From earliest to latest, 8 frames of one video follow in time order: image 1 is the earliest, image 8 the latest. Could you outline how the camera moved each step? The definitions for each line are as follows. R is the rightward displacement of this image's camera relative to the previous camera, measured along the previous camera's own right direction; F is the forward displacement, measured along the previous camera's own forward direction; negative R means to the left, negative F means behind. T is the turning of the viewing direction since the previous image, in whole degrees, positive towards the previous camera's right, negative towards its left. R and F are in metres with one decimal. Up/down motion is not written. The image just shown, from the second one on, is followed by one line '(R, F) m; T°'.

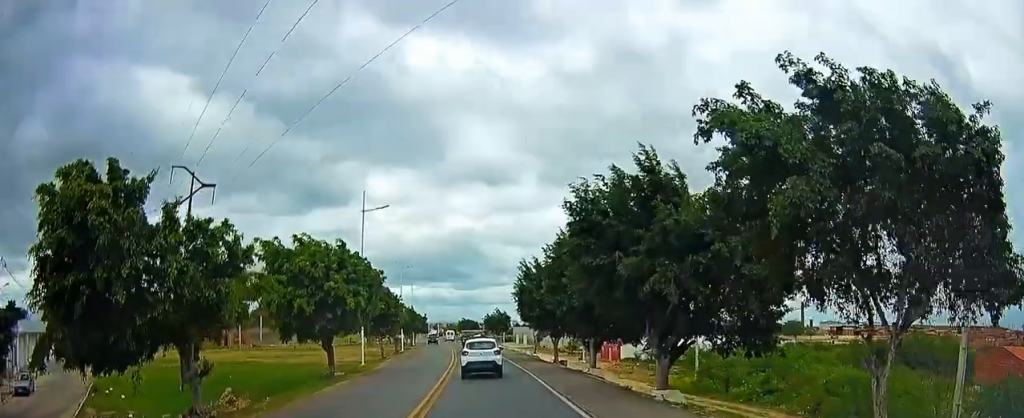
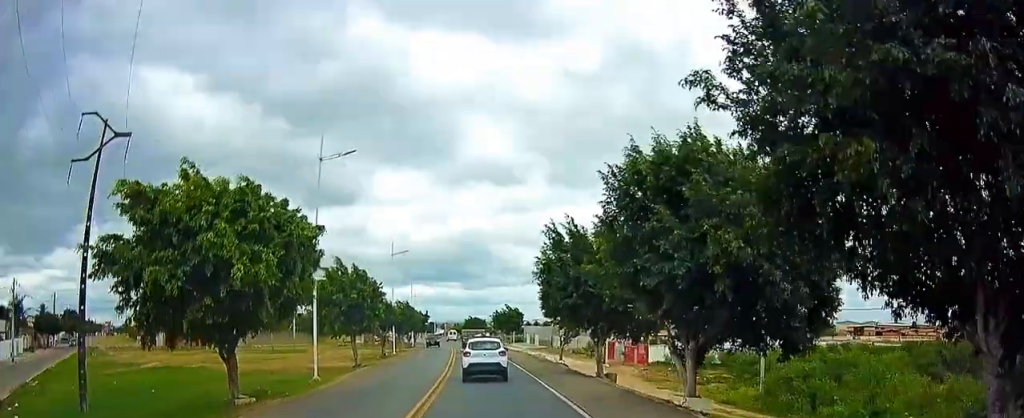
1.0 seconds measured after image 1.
(+0.2, +12.5) m; 0°
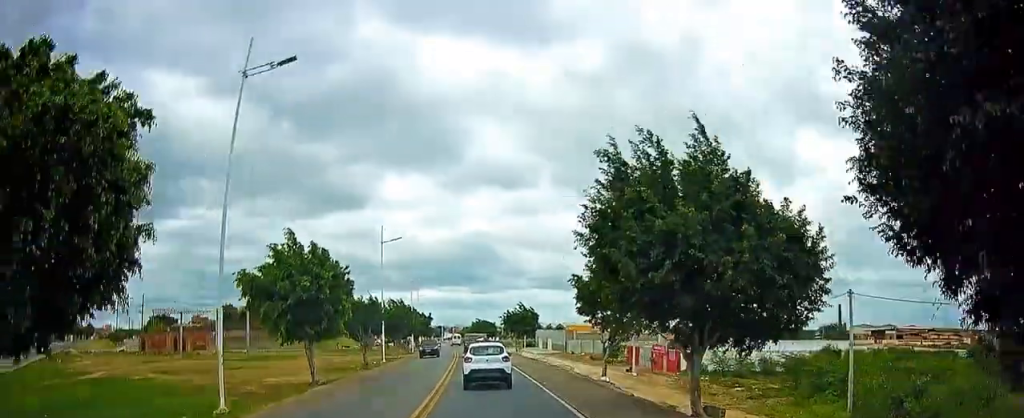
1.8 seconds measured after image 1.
(-0.1, +10.8) m; -2°
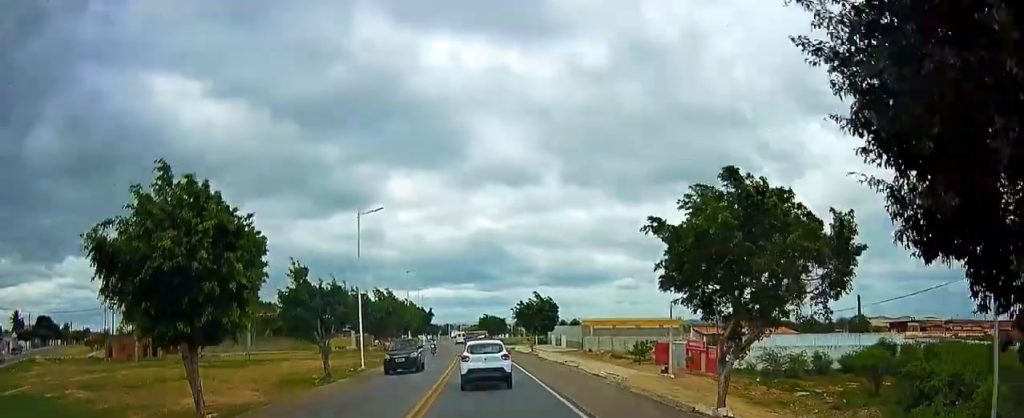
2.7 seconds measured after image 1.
(-0.4, +12.0) m; -2°
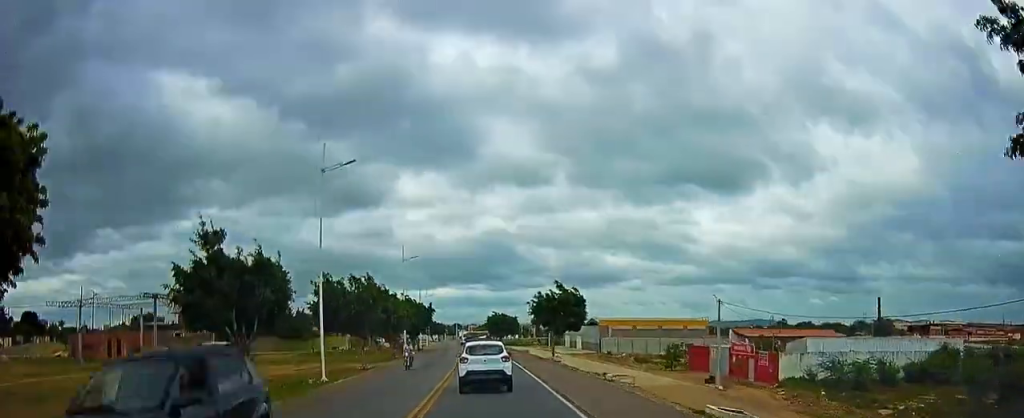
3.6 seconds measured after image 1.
(0.0, +11.5) m; 0°
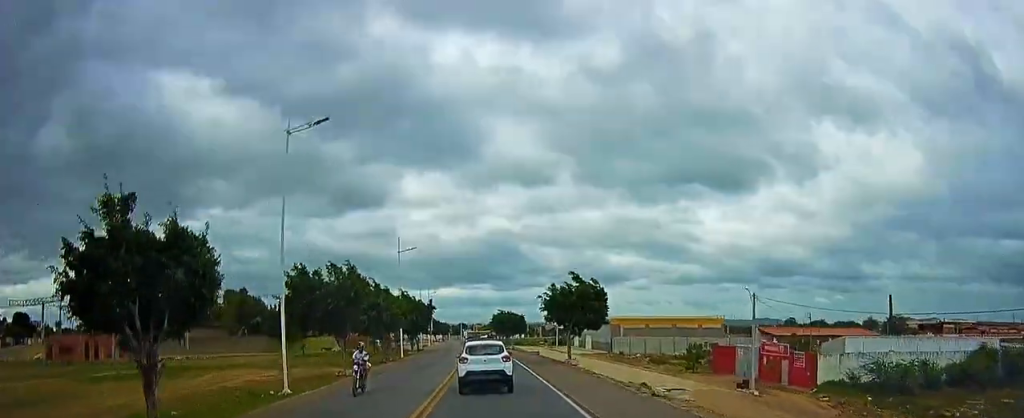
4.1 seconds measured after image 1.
(+0.1, +6.3) m; -1°
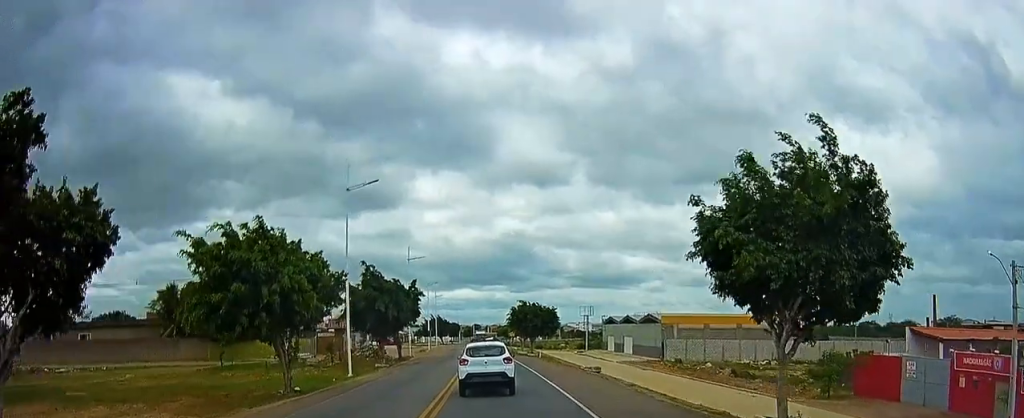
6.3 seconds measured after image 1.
(-1.0, +26.5) m; 0°
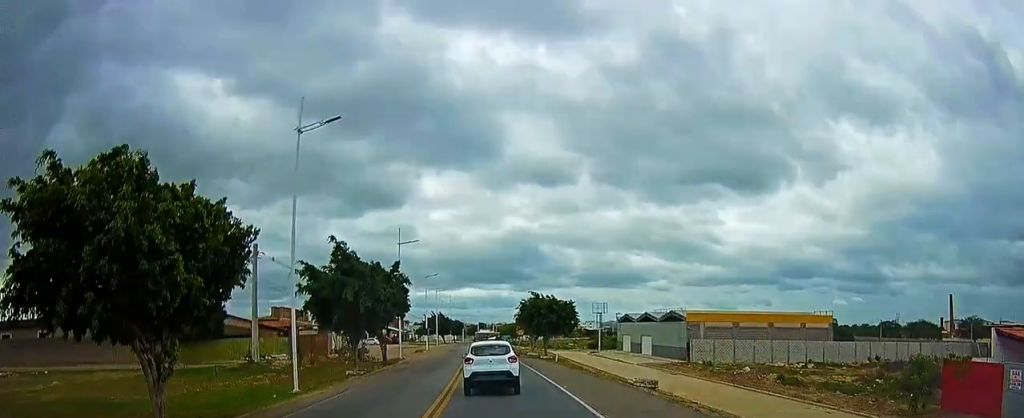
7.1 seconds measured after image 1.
(+0.5, +10.0) m; +1°
